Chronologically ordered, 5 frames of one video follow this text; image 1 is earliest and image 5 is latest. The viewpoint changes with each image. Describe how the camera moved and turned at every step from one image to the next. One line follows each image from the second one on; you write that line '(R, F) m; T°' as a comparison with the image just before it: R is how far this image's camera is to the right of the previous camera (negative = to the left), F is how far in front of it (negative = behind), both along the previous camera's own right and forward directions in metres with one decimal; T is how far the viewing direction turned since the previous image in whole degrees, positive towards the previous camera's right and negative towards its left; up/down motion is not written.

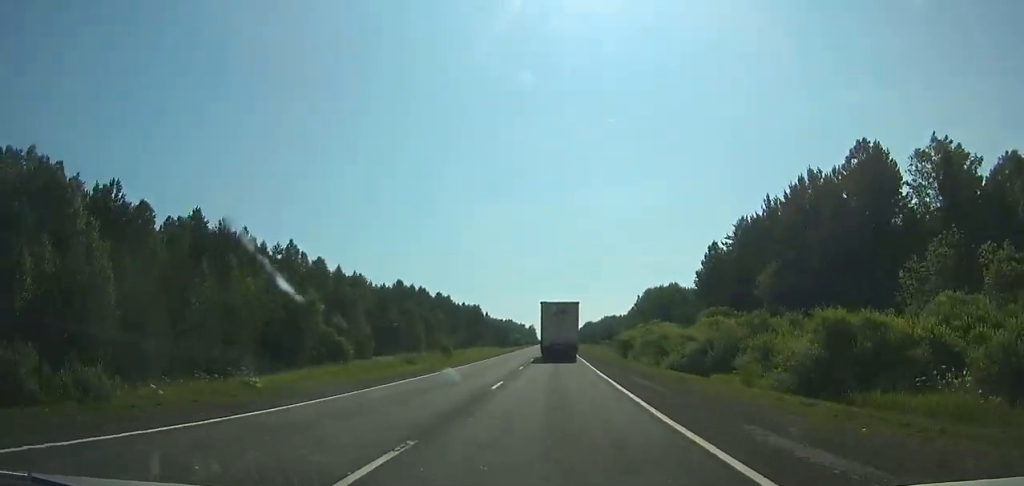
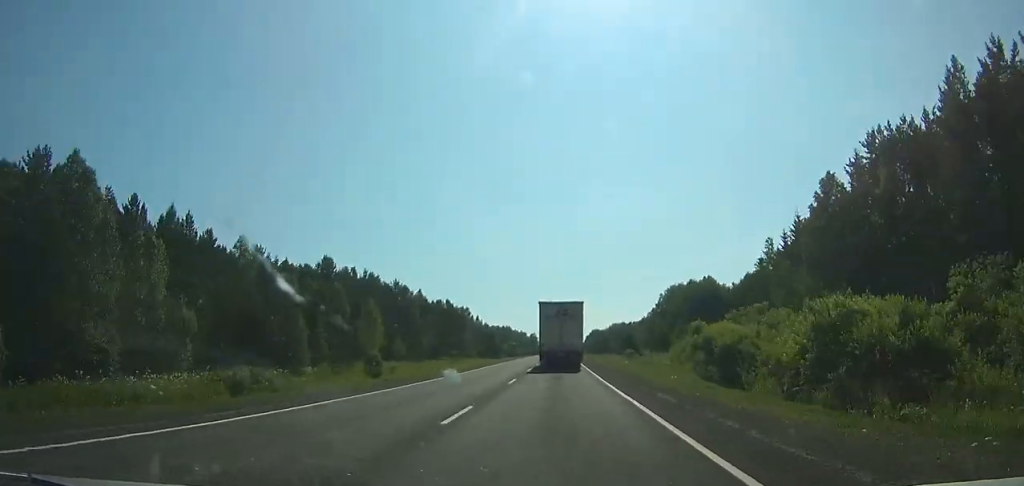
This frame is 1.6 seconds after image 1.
(0.0, +41.6) m; 0°
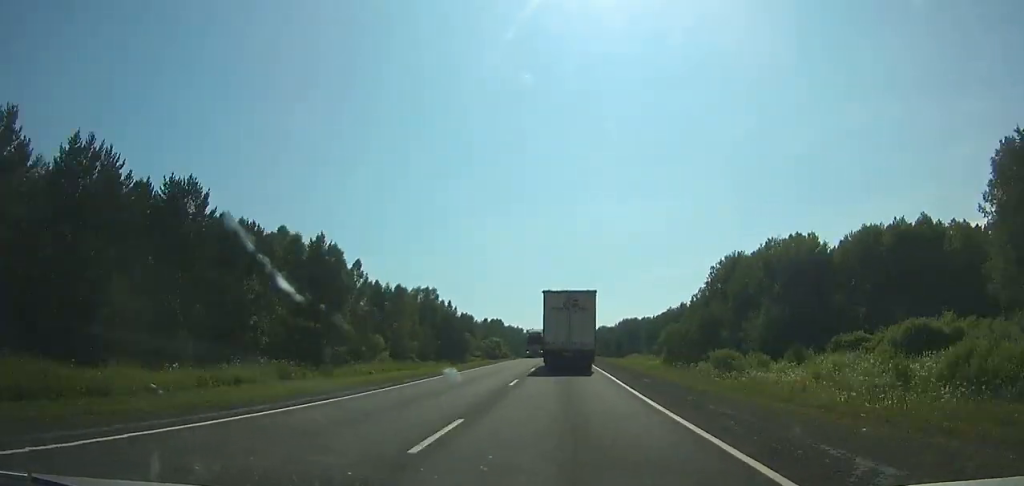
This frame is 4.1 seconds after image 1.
(-0.1, +63.0) m; 0°
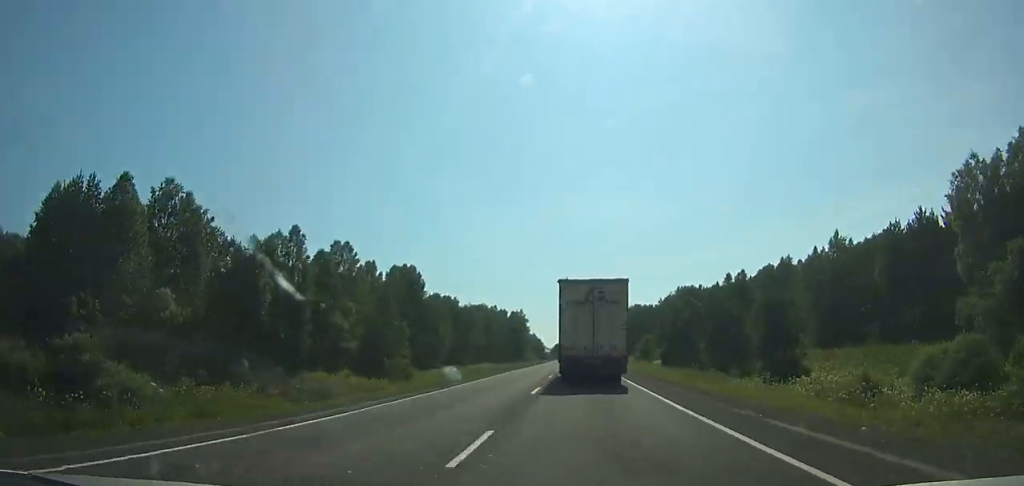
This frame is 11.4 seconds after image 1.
(+0.5, +173.1) m; 0°
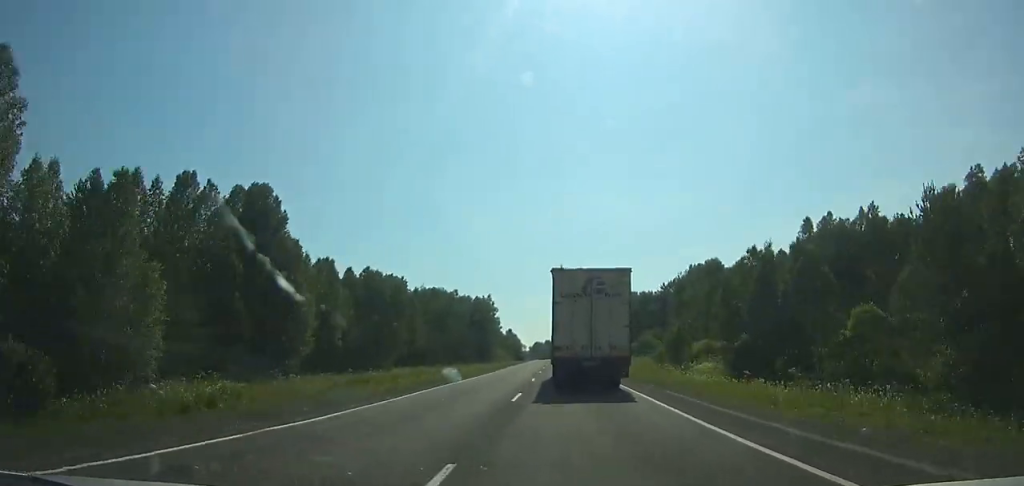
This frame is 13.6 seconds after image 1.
(-0.2, +52.3) m; 0°
